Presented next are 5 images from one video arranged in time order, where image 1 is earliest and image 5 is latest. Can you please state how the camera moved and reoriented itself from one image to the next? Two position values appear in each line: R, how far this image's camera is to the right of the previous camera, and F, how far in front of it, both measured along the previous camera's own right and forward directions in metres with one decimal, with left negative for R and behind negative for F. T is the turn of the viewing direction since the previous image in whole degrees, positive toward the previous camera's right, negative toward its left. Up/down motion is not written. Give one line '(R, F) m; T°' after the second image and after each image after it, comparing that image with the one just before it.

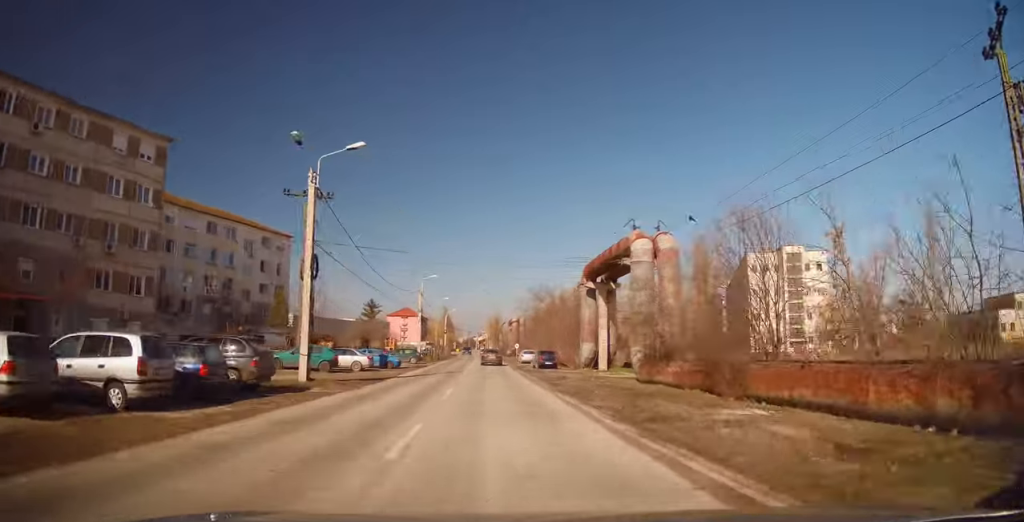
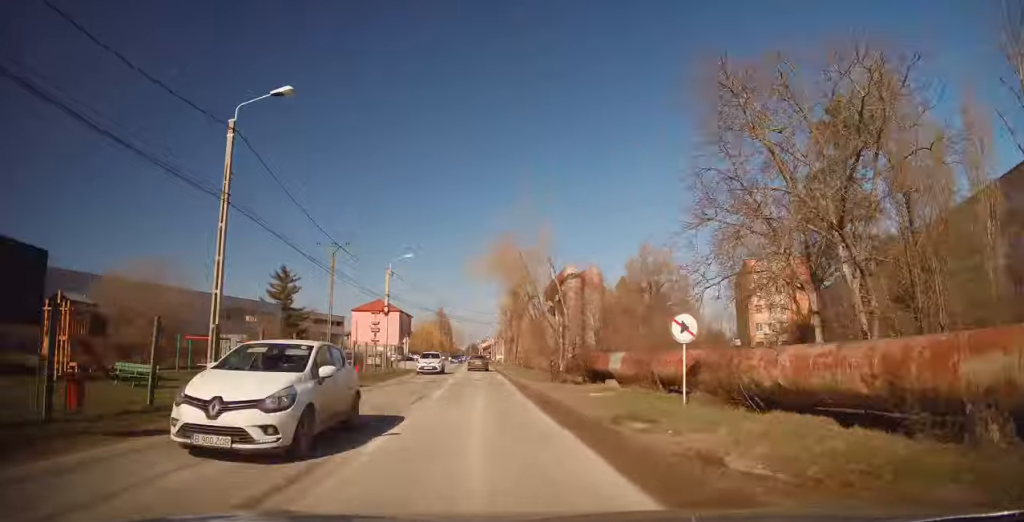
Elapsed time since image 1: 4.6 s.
(-0.5, +79.9) m; -1°
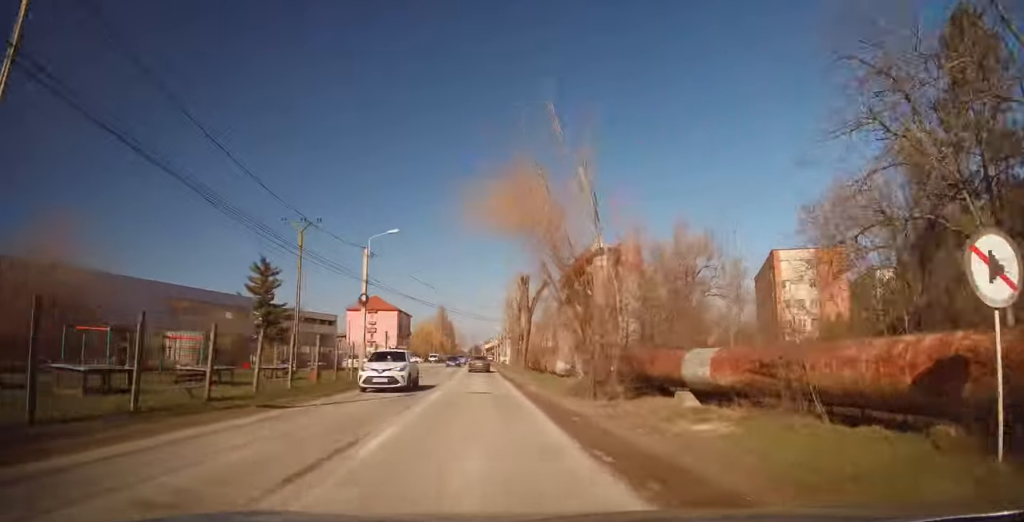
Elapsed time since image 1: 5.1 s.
(-0.2, +9.4) m; -1°
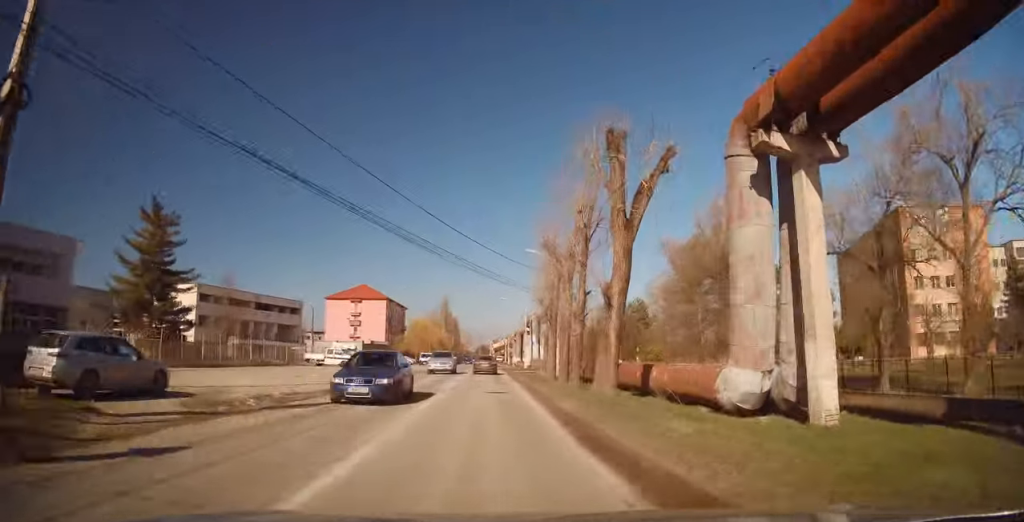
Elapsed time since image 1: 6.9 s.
(-0.3, +30.0) m; -1°
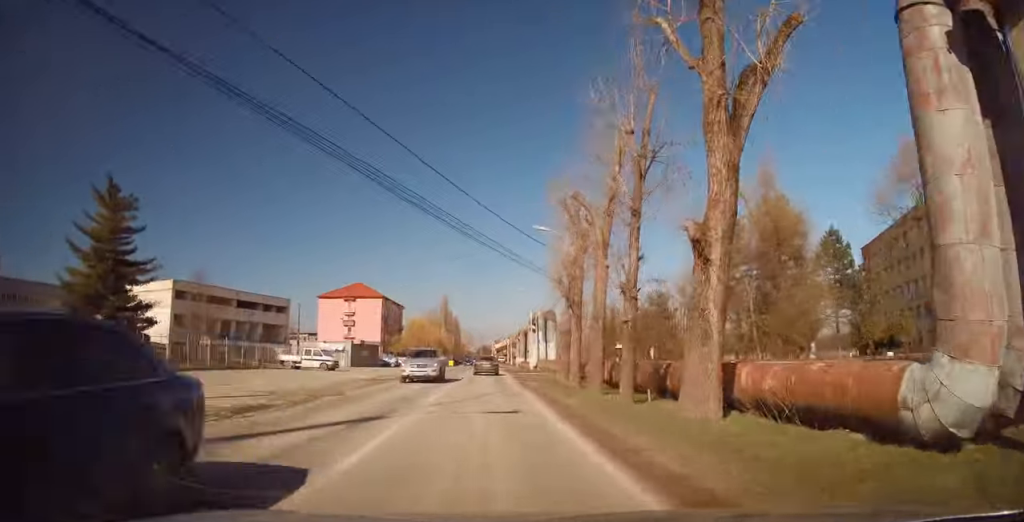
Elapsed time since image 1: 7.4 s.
(0.0, +7.2) m; 0°
